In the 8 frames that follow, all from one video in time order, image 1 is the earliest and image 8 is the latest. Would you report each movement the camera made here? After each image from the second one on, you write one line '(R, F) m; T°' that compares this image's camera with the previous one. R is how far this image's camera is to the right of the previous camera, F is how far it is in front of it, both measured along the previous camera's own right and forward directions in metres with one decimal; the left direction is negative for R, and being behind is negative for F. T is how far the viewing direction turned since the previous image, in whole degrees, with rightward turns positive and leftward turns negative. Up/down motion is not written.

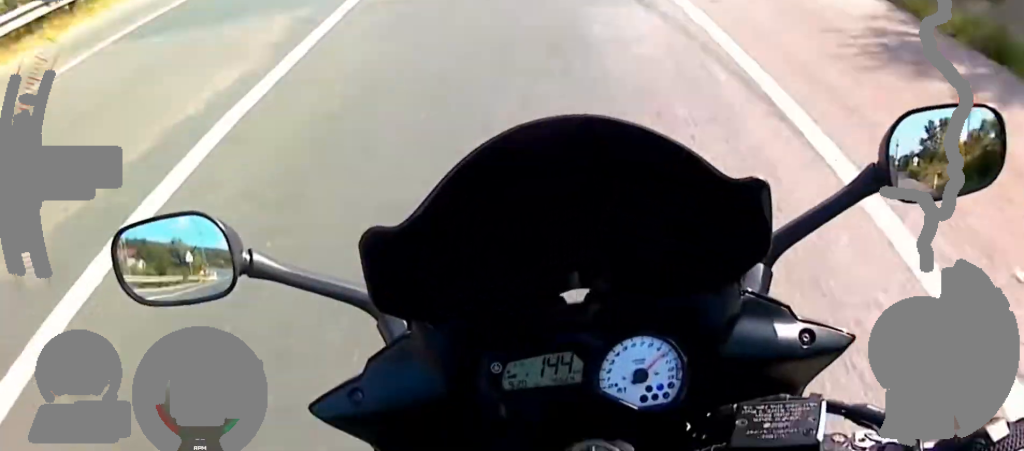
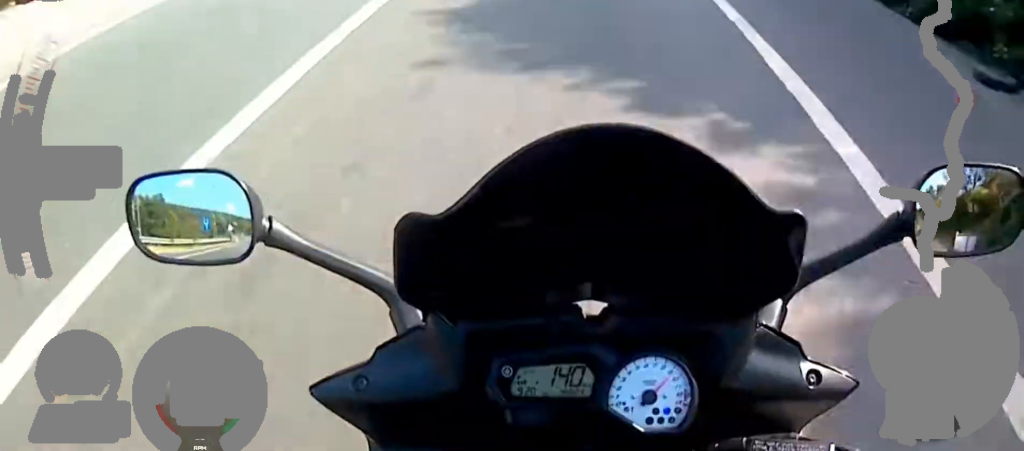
(-0.7, +25.9) m; 0°
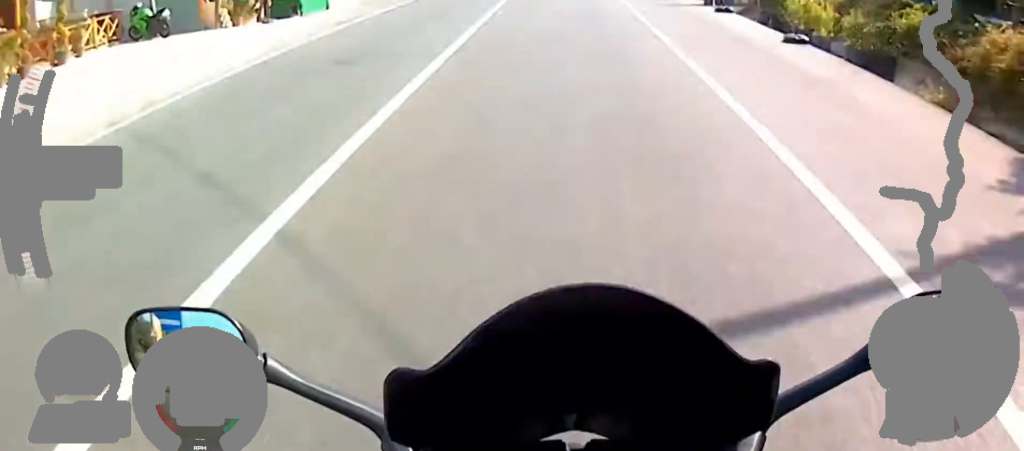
(+0.6, +13.6) m; 0°
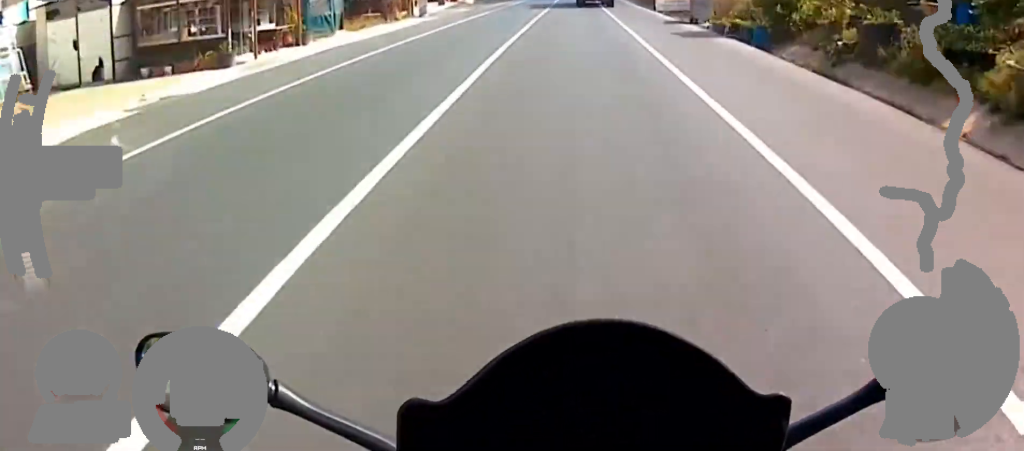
(+0.3, +20.9) m; 0°
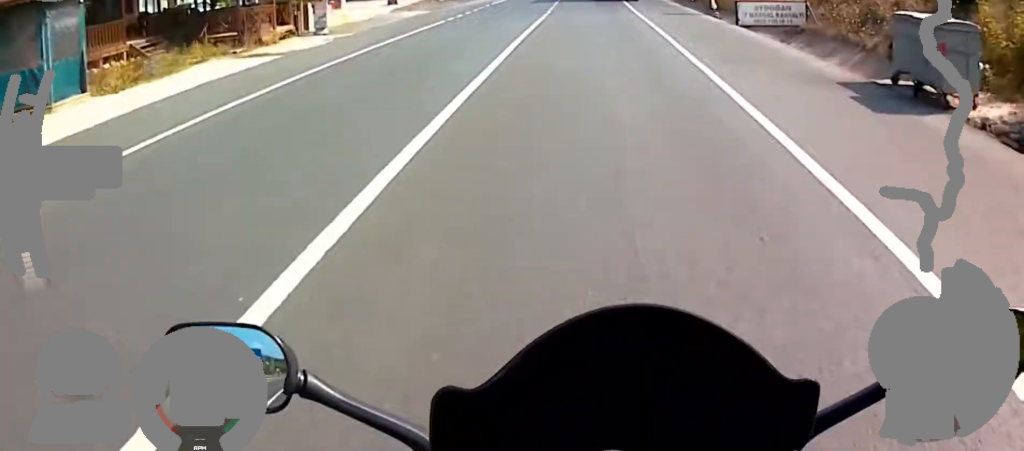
(-0.6, +18.6) m; 0°
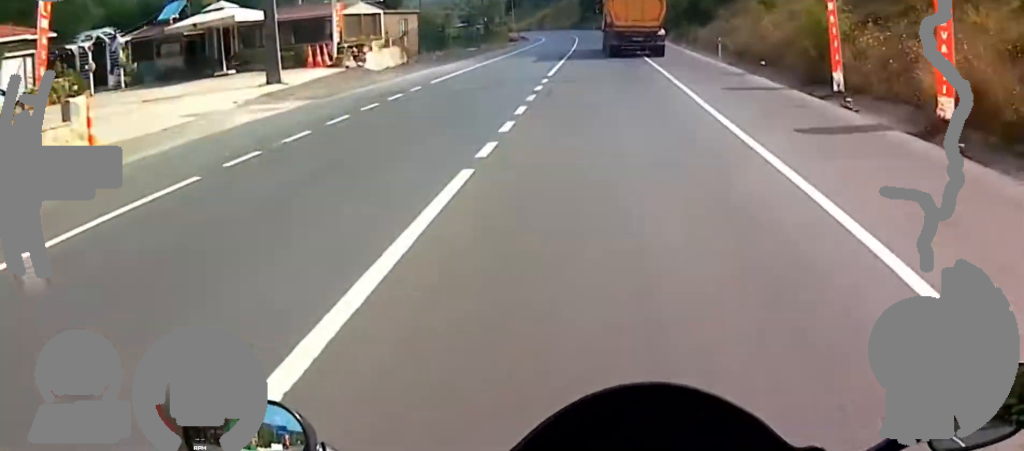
(+0.3, +15.4) m; 0°
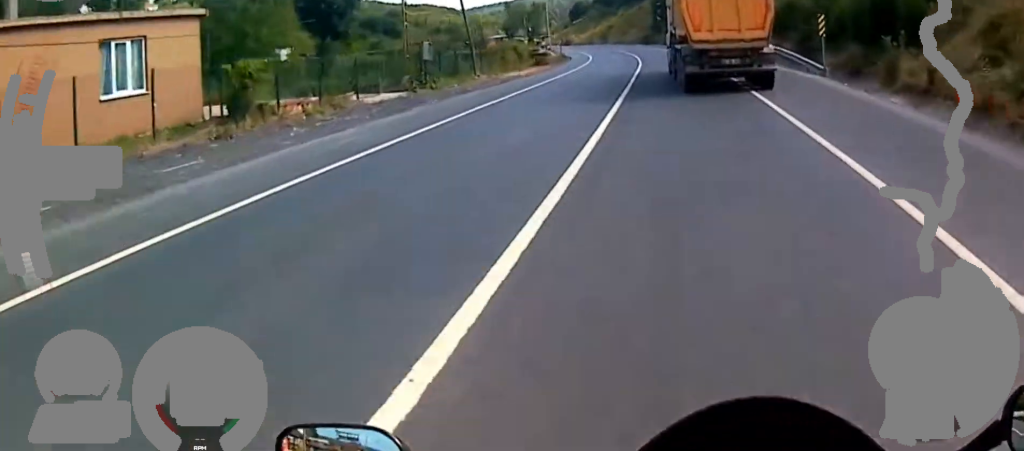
(0.0, +37.5) m; -4°
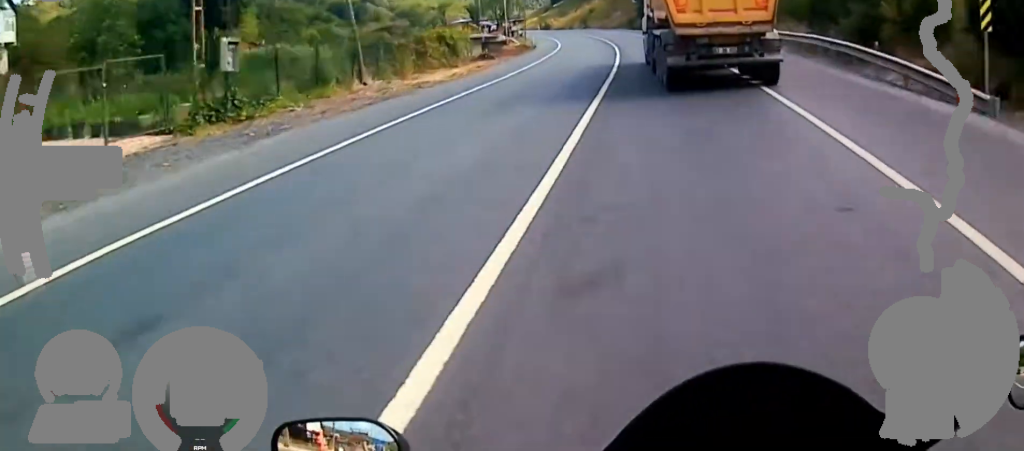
(-0.1, +16.0) m; -3°
